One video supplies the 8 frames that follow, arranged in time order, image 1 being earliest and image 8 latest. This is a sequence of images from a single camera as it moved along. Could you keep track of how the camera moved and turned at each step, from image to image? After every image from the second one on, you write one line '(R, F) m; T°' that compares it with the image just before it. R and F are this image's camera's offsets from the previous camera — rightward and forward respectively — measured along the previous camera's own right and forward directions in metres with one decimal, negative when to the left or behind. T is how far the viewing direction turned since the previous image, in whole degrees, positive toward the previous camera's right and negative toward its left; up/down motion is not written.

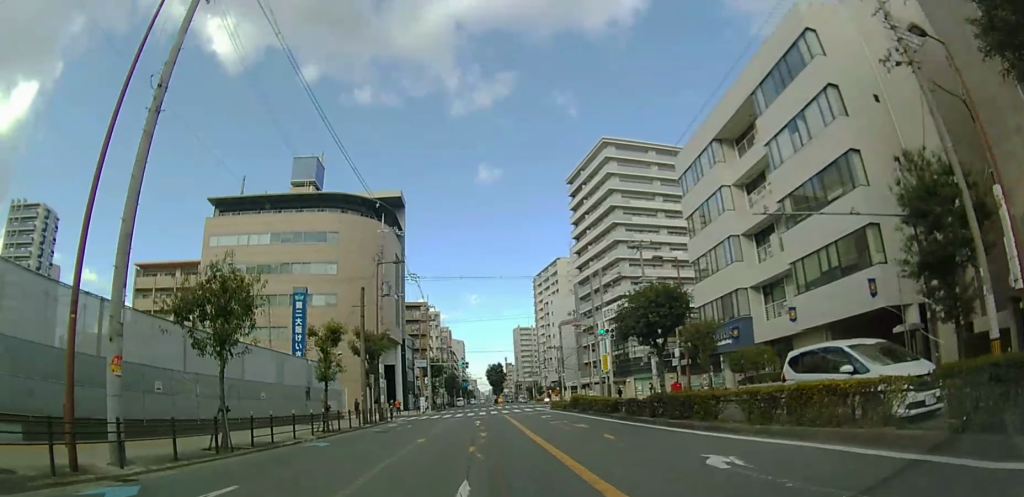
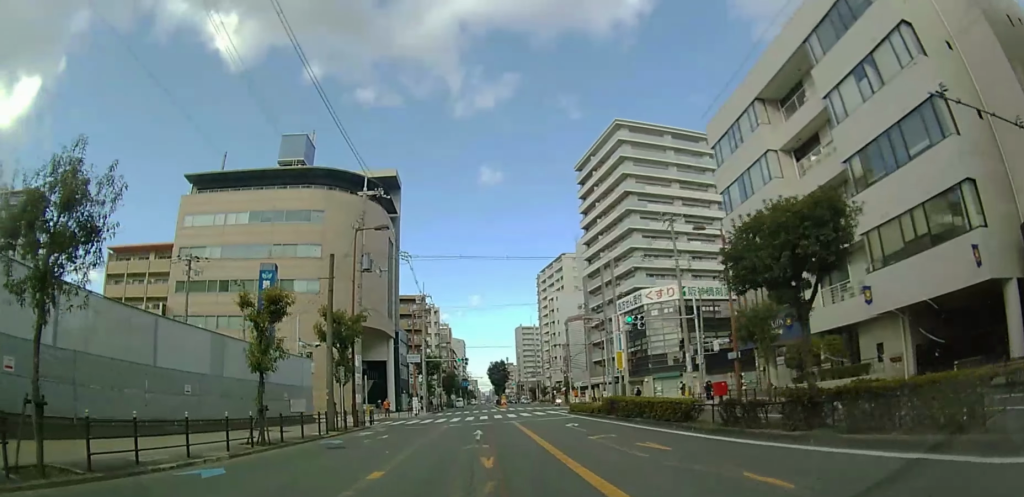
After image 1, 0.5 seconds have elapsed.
(0.0, +7.1) m; 0°
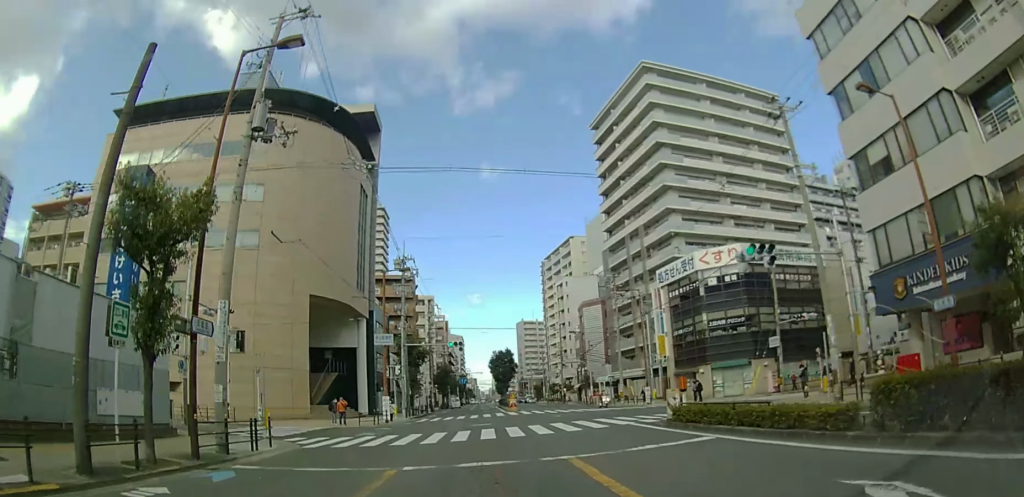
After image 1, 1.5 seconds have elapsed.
(-0.1, +16.1) m; 0°
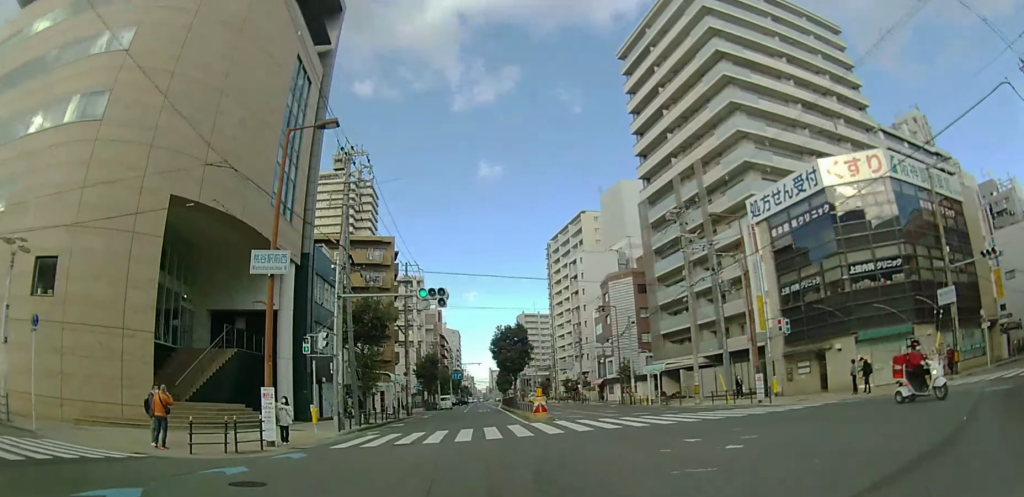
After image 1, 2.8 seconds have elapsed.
(-0.1, +19.4) m; 0°
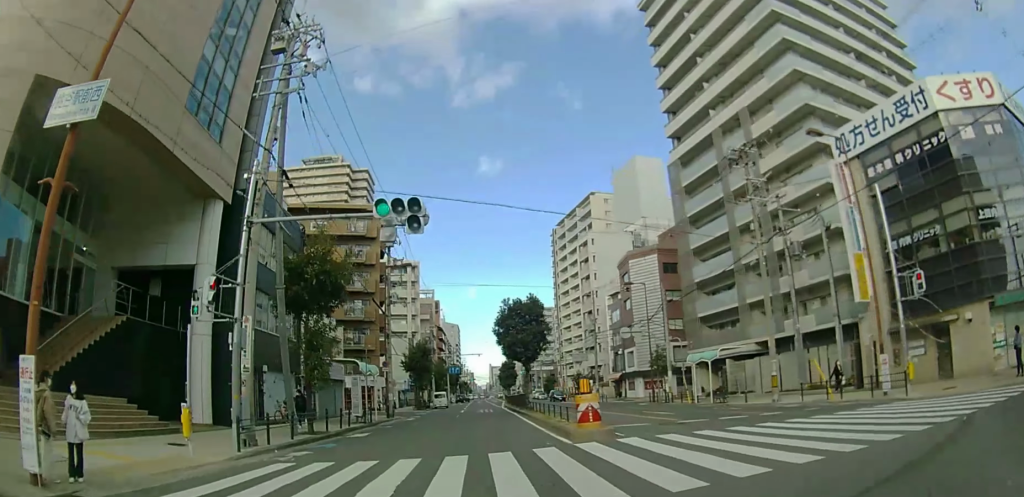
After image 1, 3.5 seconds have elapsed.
(0.0, +9.8) m; 0°
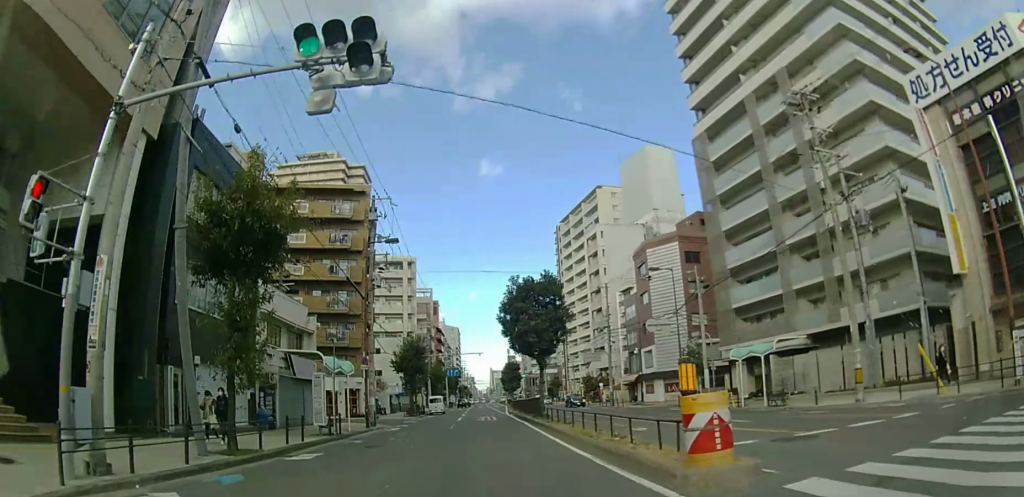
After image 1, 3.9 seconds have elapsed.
(0.0, +6.4) m; 0°
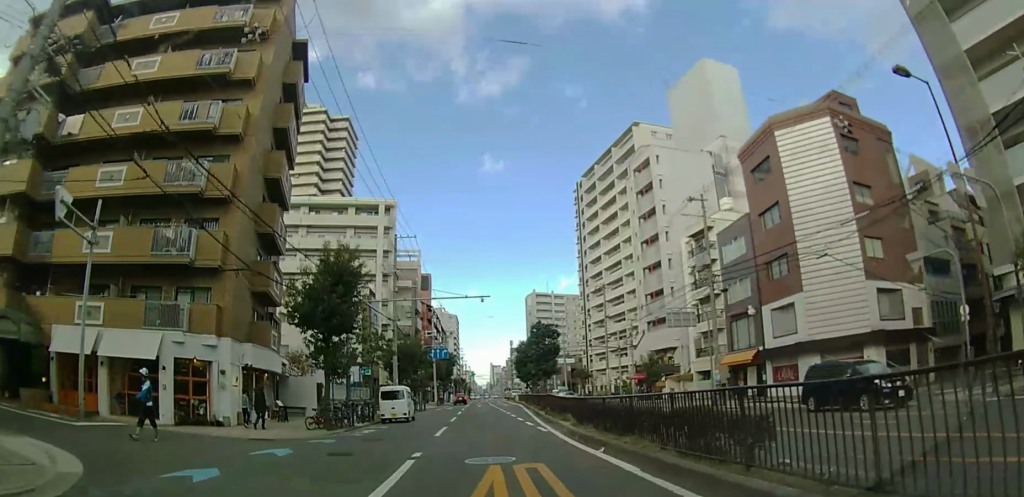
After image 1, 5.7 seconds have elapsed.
(+0.1, +26.7) m; 0°
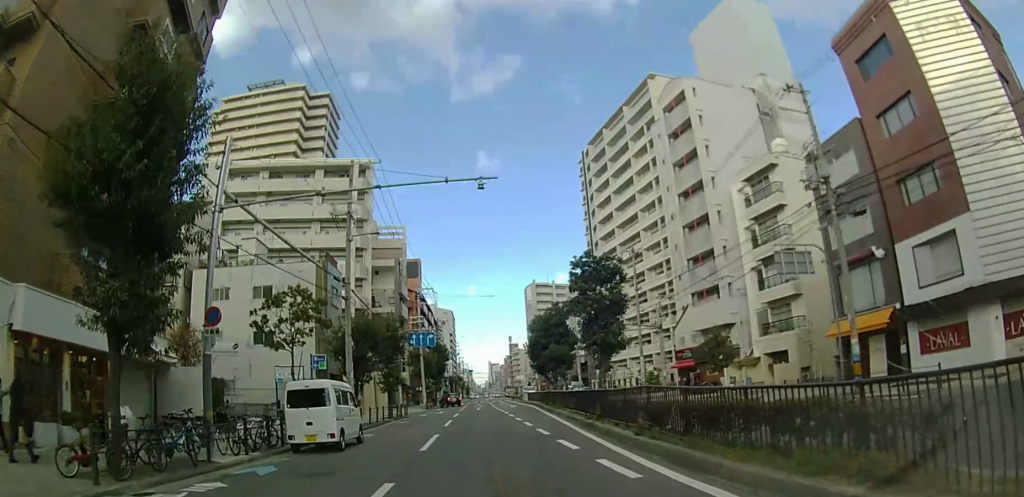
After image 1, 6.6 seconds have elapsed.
(0.0, +13.3) m; 0°
